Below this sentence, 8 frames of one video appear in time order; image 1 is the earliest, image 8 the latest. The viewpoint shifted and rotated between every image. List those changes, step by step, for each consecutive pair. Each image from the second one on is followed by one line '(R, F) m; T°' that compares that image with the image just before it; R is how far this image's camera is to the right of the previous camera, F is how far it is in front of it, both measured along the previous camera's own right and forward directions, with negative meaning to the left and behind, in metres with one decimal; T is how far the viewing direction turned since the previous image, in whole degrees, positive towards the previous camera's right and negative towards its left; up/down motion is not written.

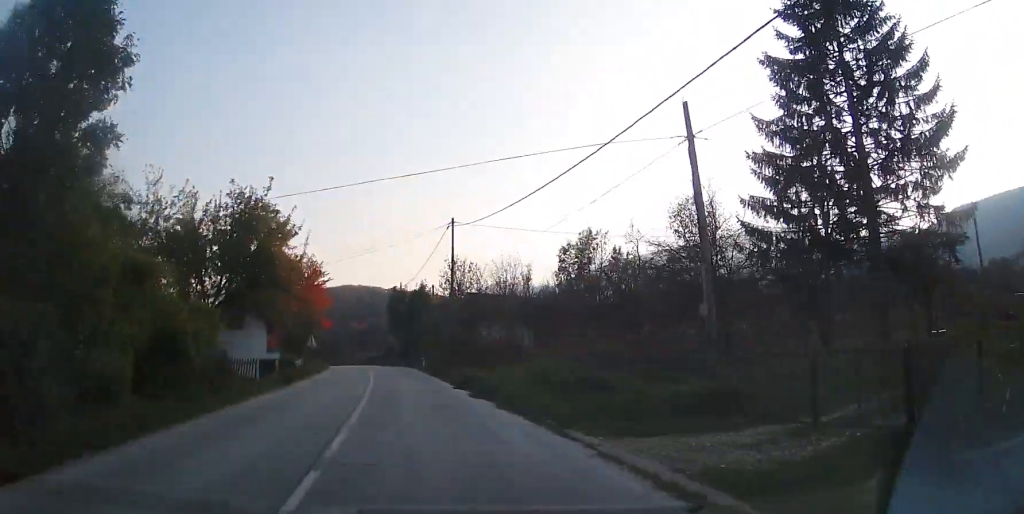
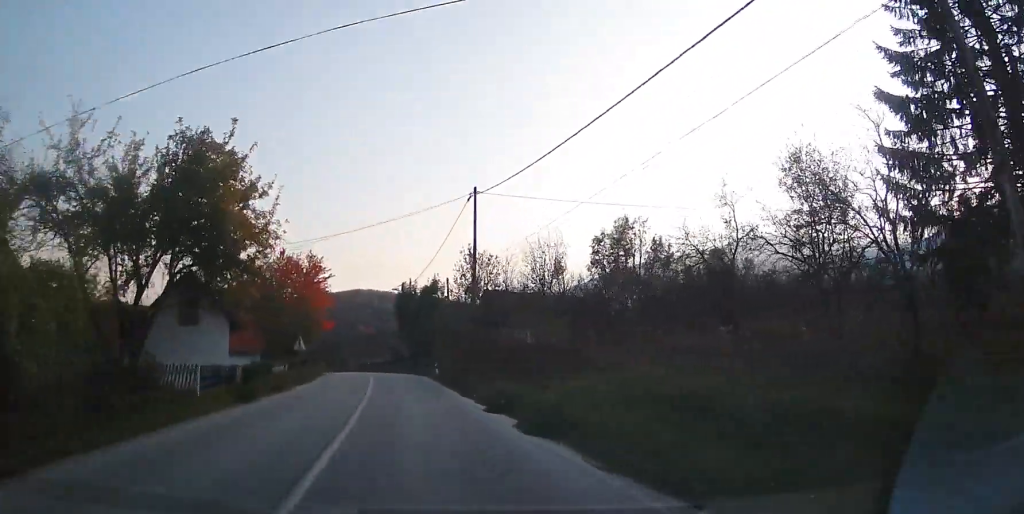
(-0.1, +7.5) m; -1°
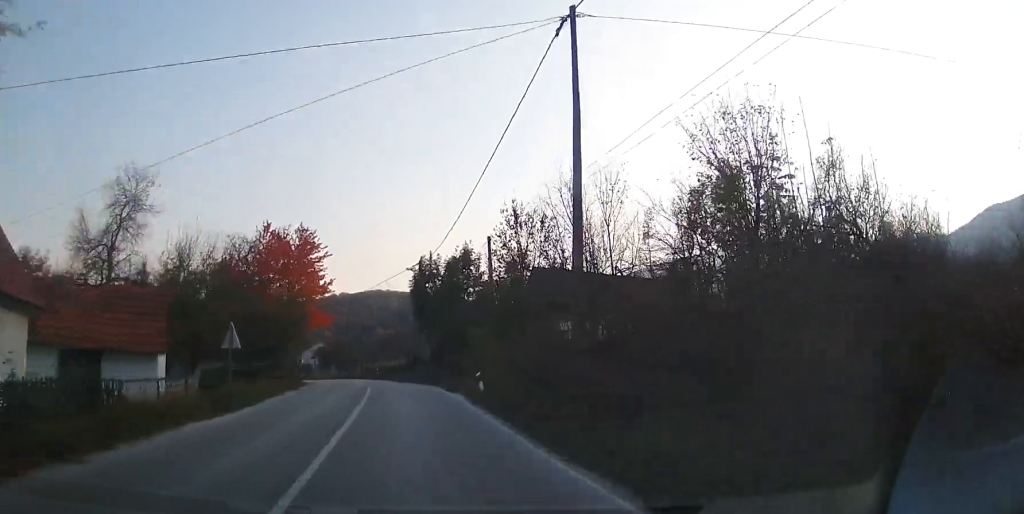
(-0.2, +15.4) m; -2°
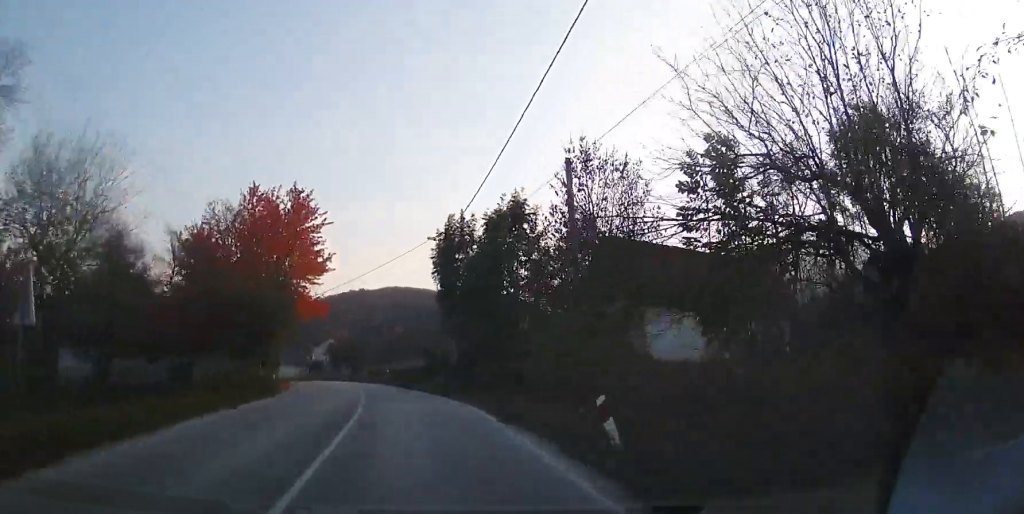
(-0.1, +11.5) m; -2°
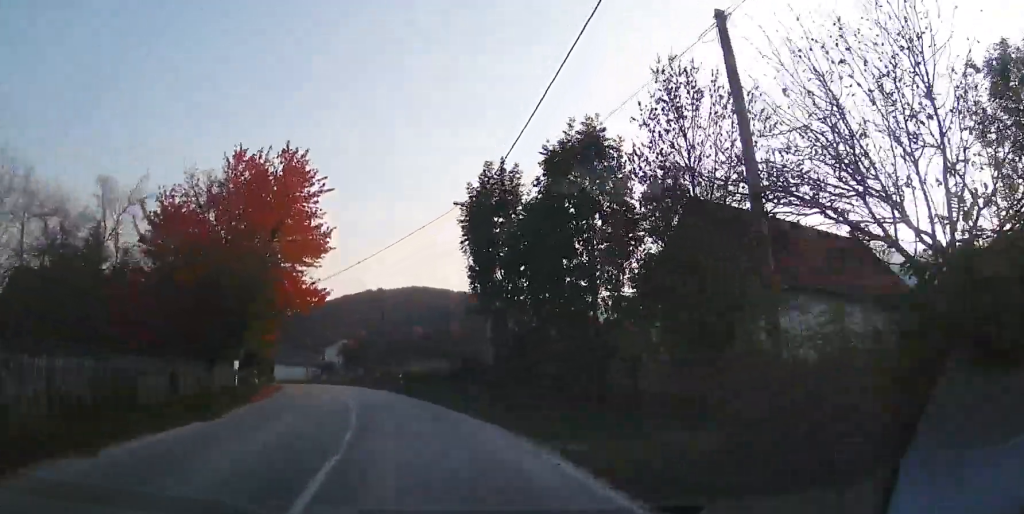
(-0.2, +8.1) m; -2°
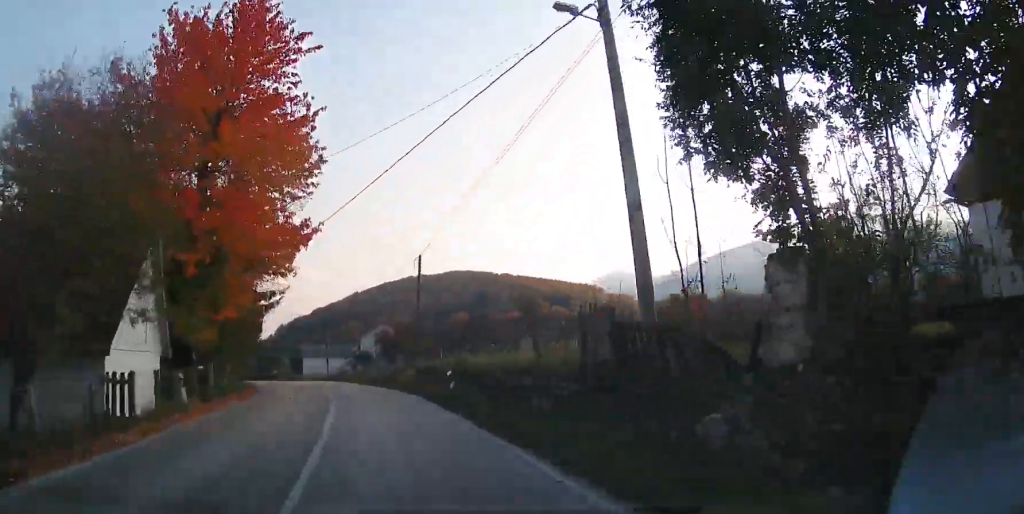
(-0.4, +14.6) m; -4°
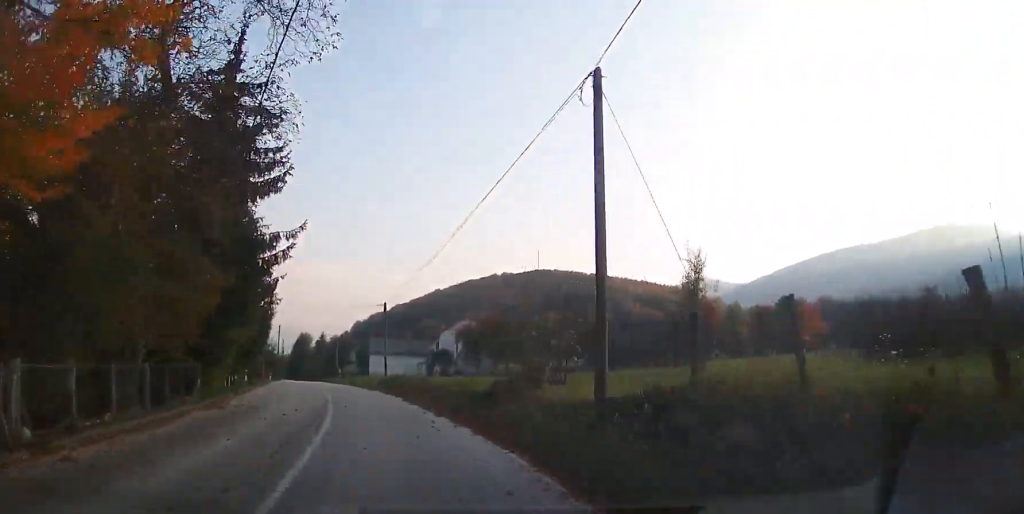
(-0.9, +18.1) m; -7°
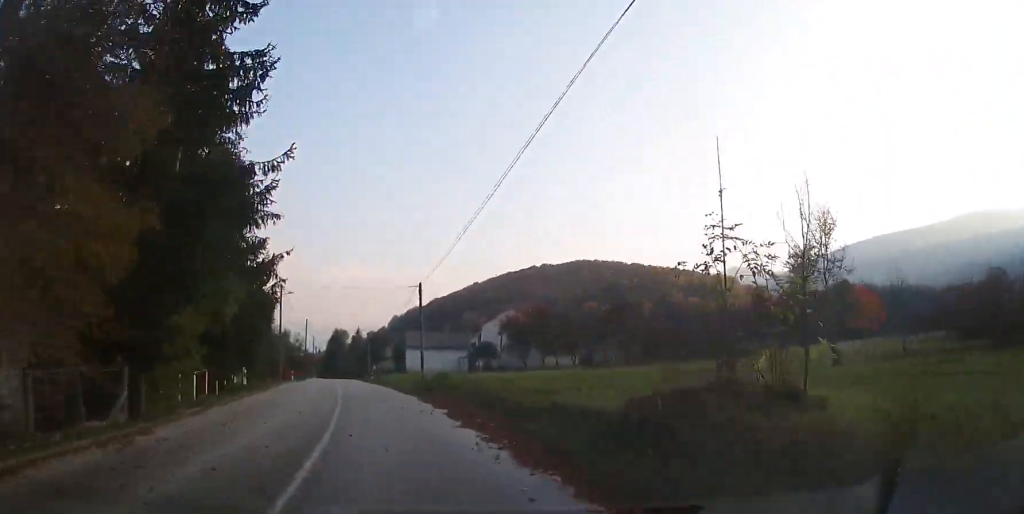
(-0.3, +8.1) m; -3°
